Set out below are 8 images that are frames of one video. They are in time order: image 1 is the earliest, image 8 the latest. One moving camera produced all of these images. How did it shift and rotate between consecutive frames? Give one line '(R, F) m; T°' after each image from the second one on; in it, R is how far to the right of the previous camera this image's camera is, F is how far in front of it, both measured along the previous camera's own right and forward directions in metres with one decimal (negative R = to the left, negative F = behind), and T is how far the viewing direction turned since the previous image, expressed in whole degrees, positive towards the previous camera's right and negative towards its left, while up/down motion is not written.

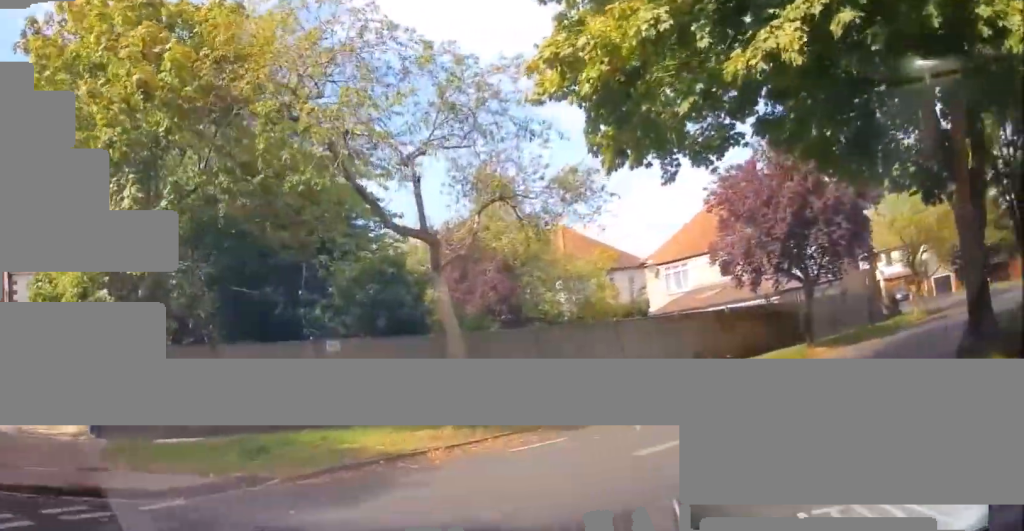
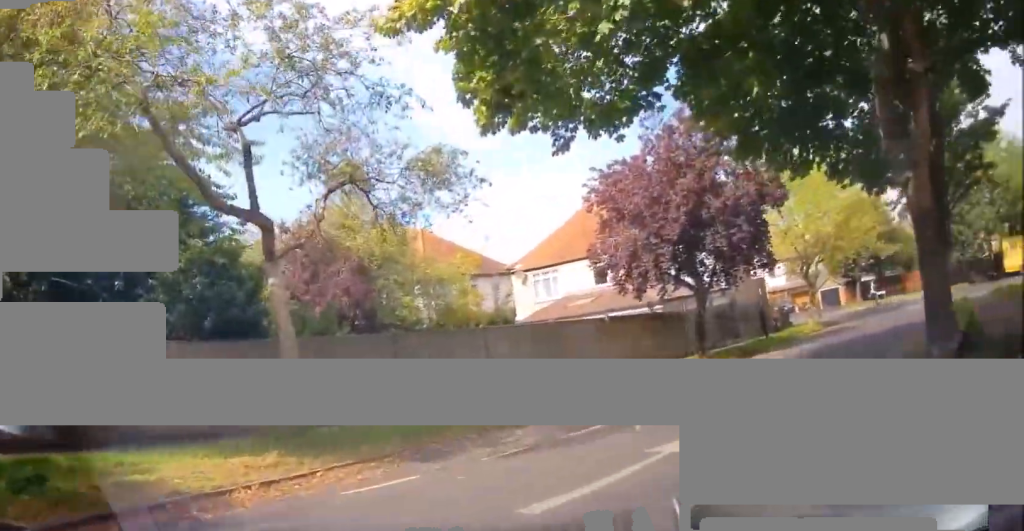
(+0.4, +2.5) m; +14°
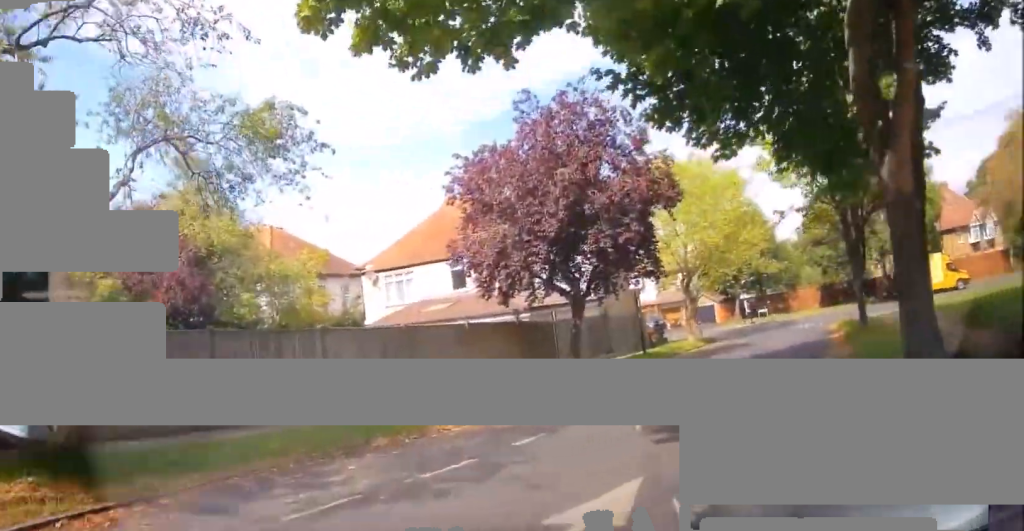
(+0.3, +2.6) m; +13°
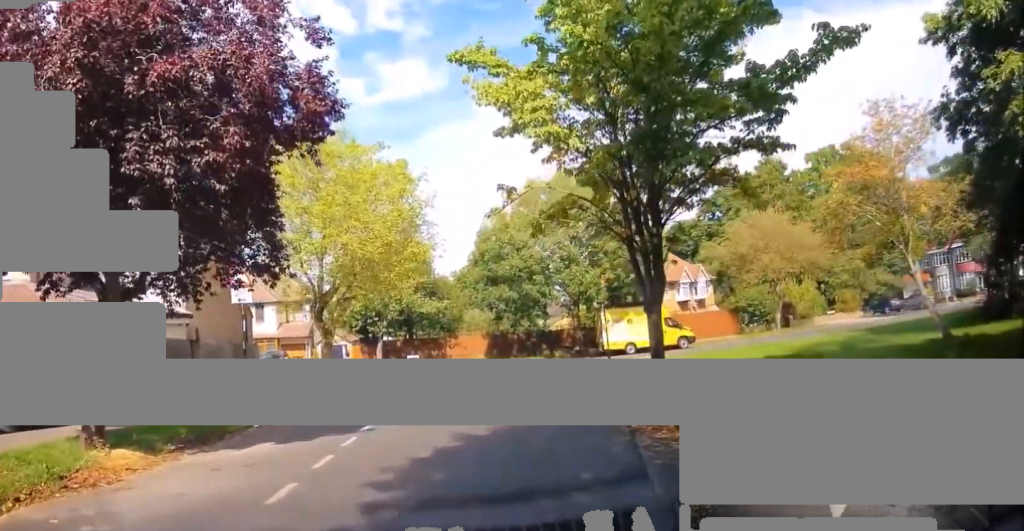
(+3.0, +9.2) m; +34°
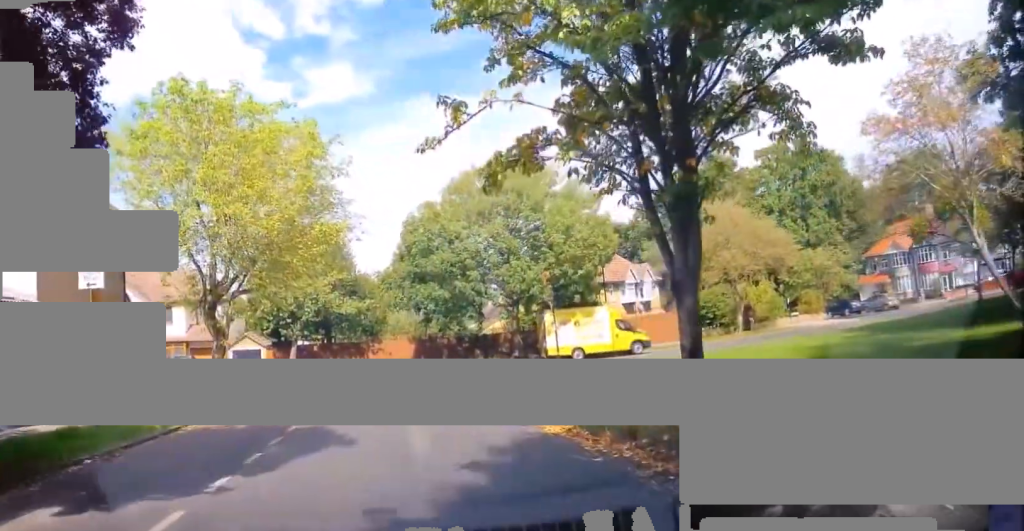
(+0.7, +4.6) m; +11°
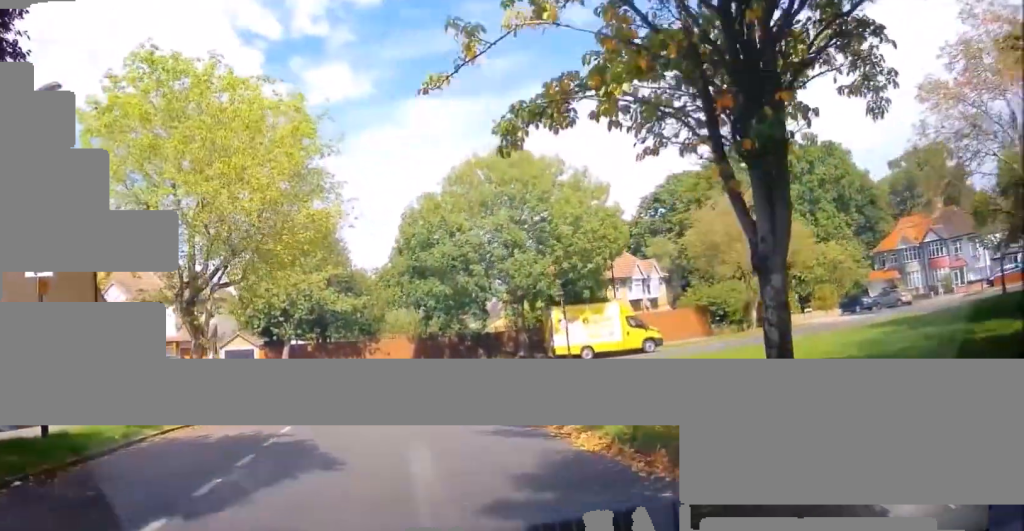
(+0.2, +1.9) m; +2°
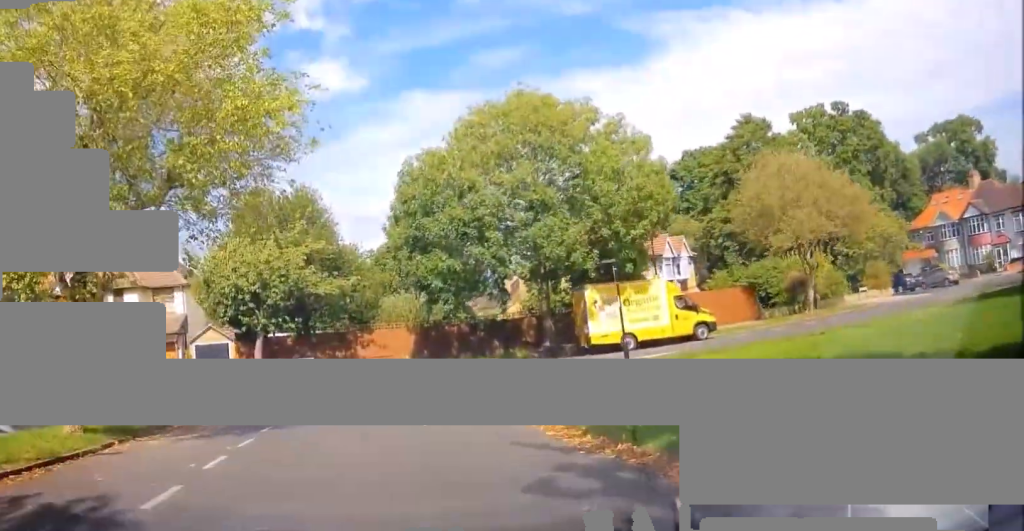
(-0.3, +6.3) m; -2°
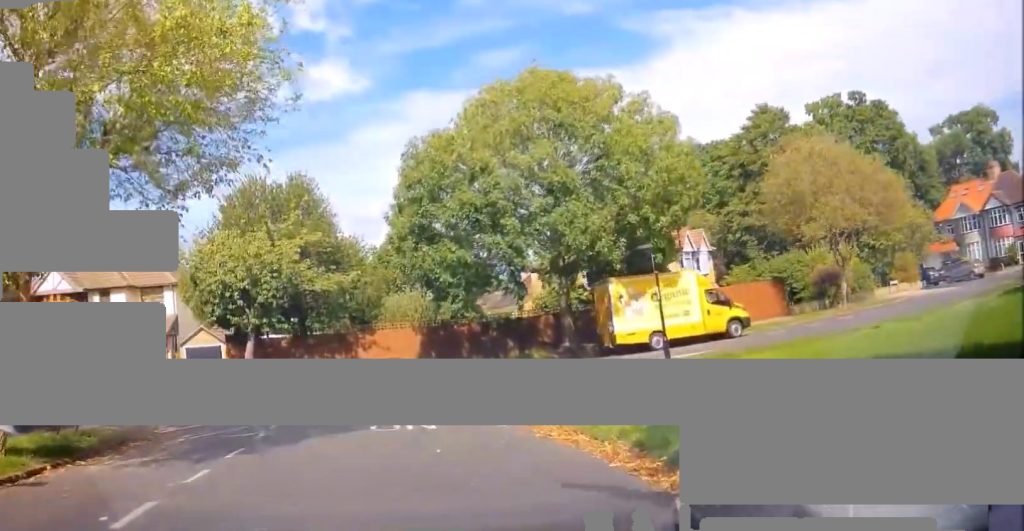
(0.0, +2.8) m; +2°
